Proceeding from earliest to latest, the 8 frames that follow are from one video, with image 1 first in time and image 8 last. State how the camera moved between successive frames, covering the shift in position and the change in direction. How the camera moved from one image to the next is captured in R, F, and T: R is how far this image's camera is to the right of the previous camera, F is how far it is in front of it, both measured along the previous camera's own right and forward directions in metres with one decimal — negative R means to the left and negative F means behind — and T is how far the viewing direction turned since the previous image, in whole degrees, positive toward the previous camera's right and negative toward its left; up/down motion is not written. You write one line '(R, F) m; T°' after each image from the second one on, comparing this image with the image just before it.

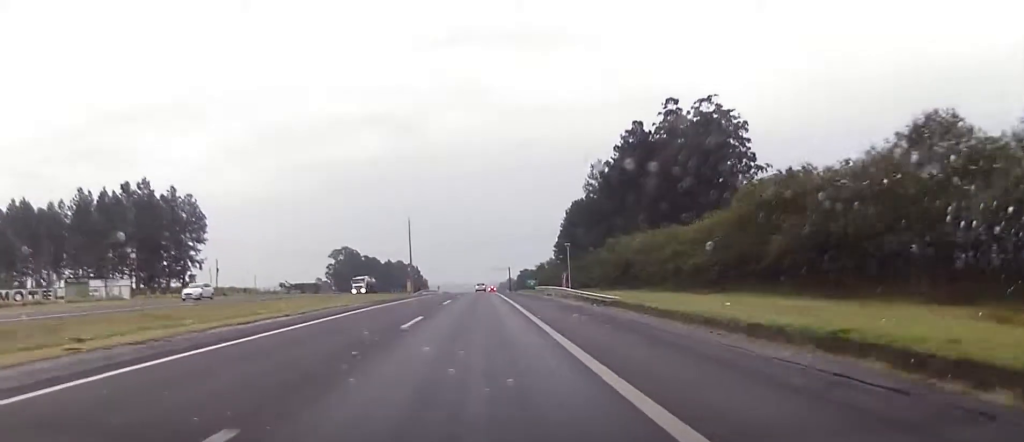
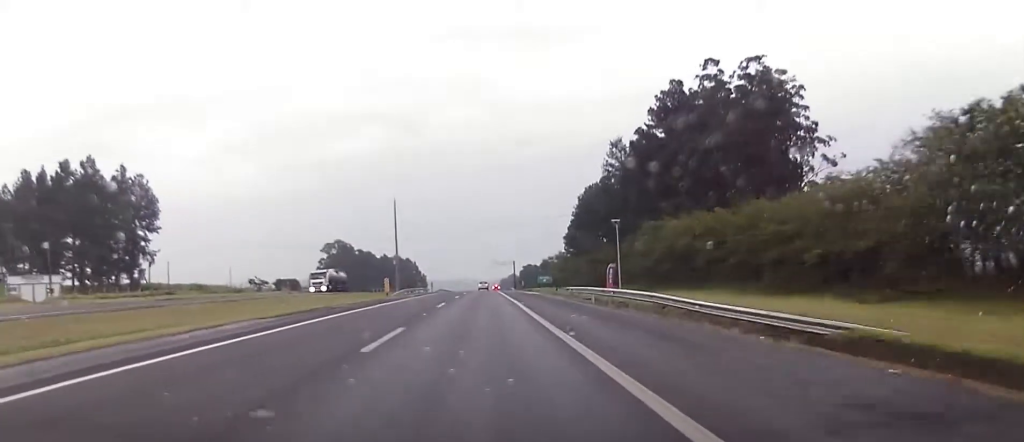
(0.0, +22.9) m; -1°
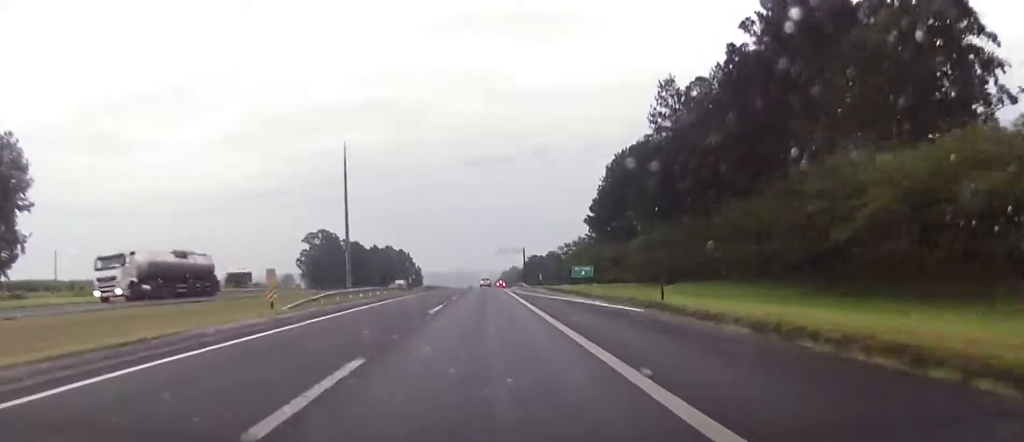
(-0.4, +39.4) m; 0°
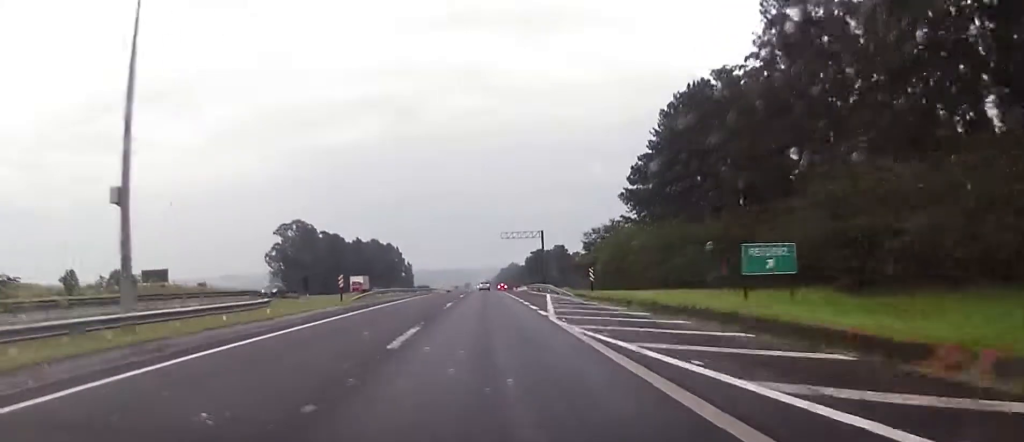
(+0.4, +43.1) m; 0°
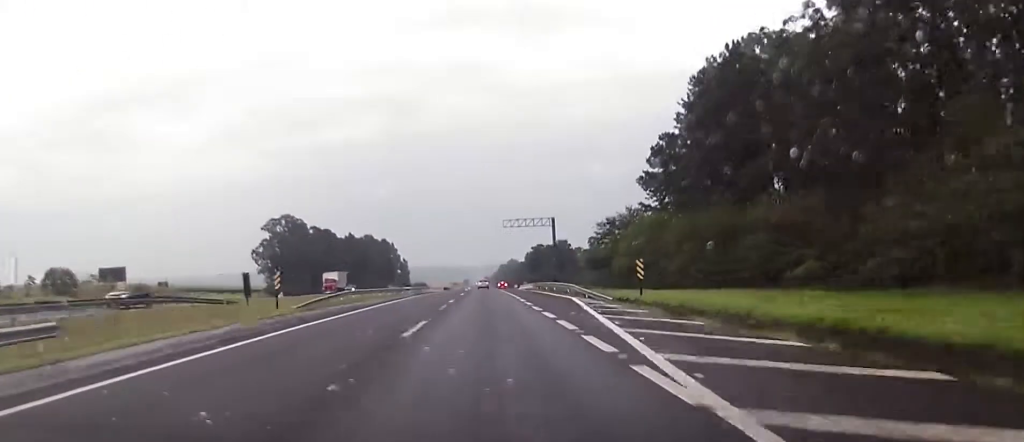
(0.0, +14.6) m; 0°
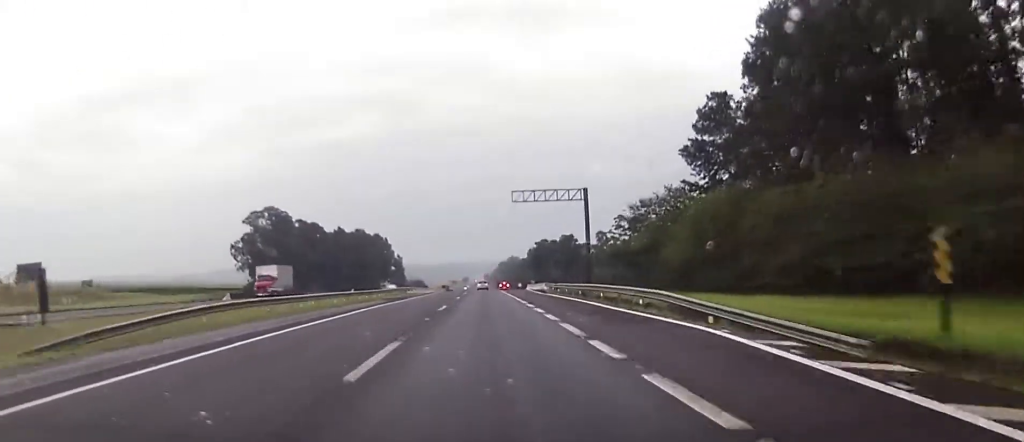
(0.0, +21.8) m; 0°
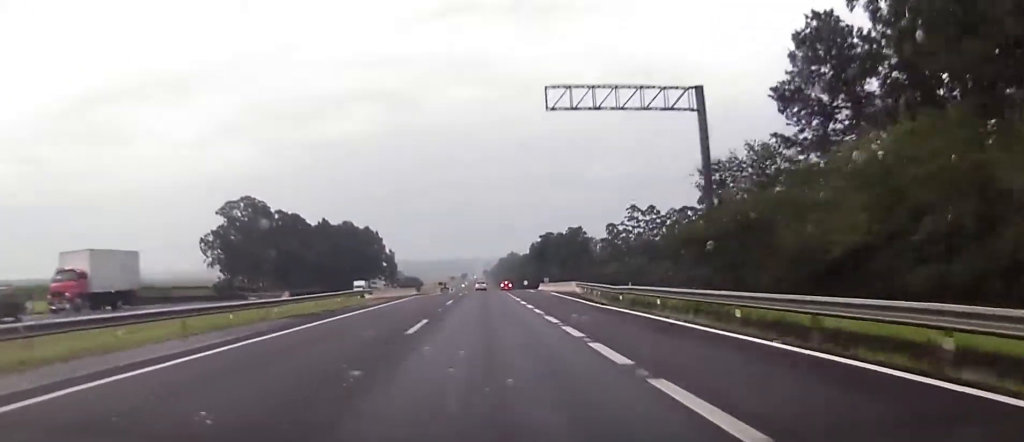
(-0.2, +24.8) m; 0°
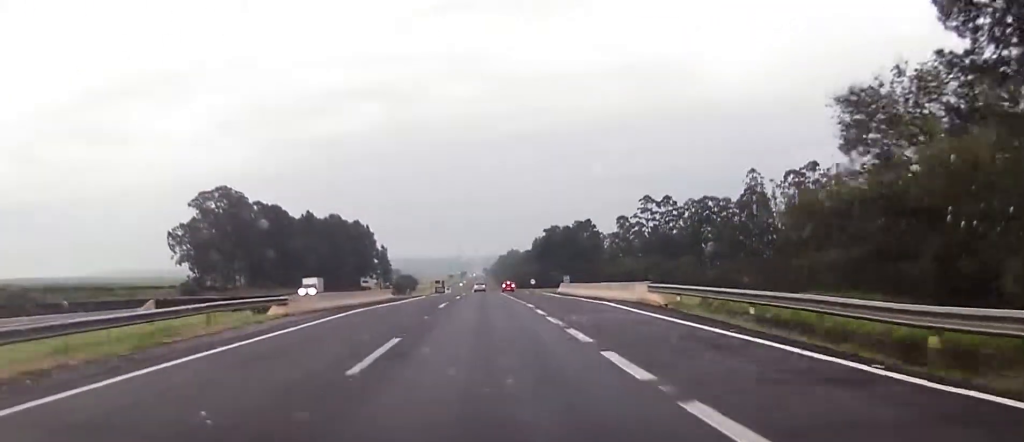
(+0.3, +20.5) m; +1°
